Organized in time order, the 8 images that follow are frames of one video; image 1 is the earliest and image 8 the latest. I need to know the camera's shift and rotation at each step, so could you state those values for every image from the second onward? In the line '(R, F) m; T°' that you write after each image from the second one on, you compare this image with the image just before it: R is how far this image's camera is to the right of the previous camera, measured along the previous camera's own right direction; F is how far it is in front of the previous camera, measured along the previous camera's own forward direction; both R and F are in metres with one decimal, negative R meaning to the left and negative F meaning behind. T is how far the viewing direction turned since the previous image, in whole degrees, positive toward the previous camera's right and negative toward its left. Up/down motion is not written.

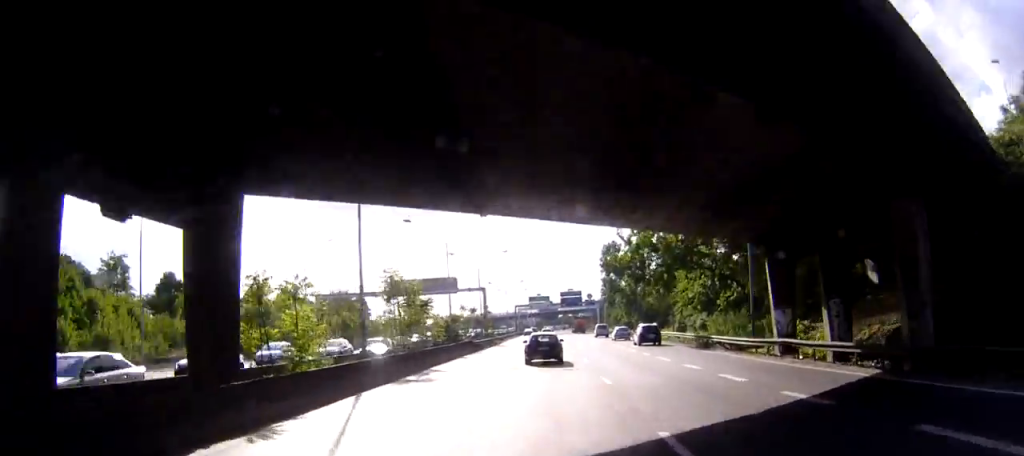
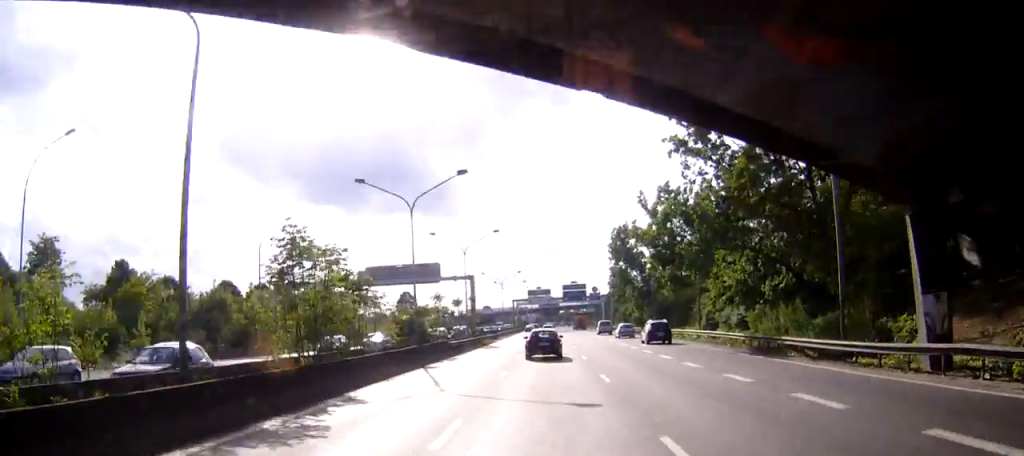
(0.0, +13.9) m; 0°
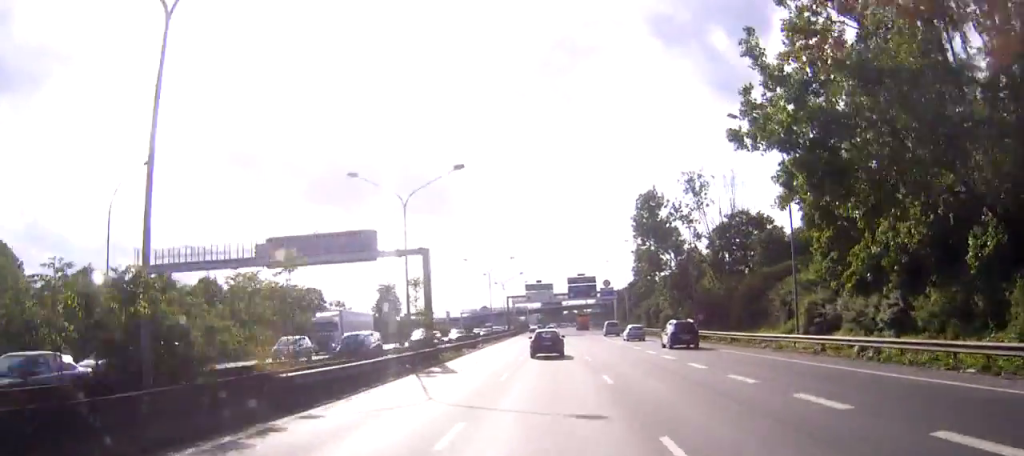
(+0.1, +26.4) m; +1°
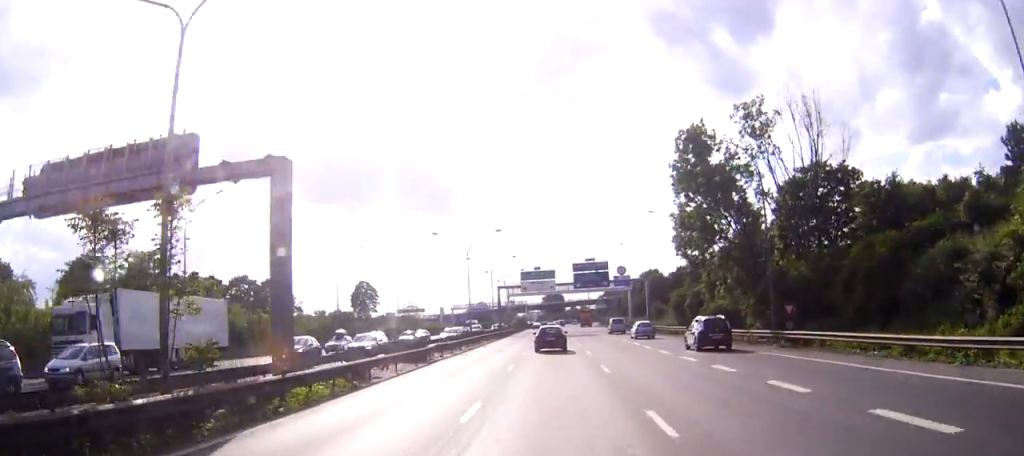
(+0.6, +23.7) m; +2°
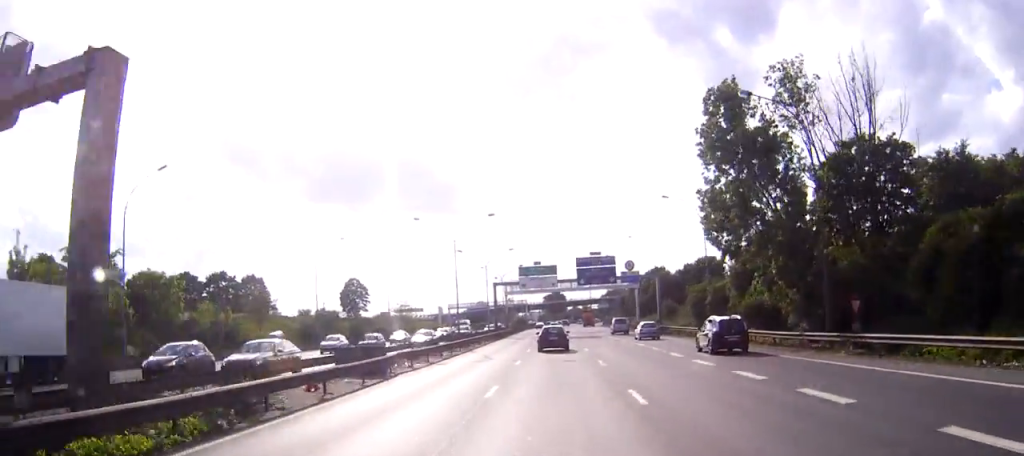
(+0.1, +9.0) m; 0°
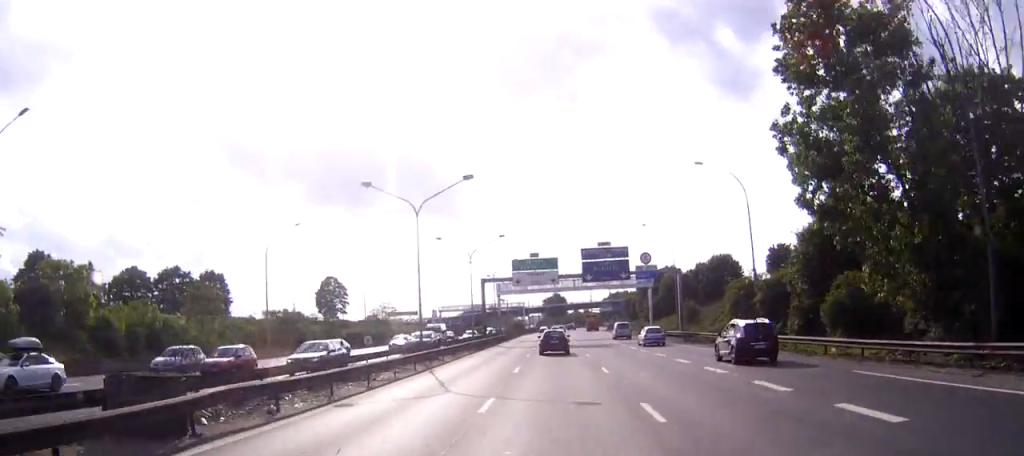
(0.0, +15.3) m; -1°
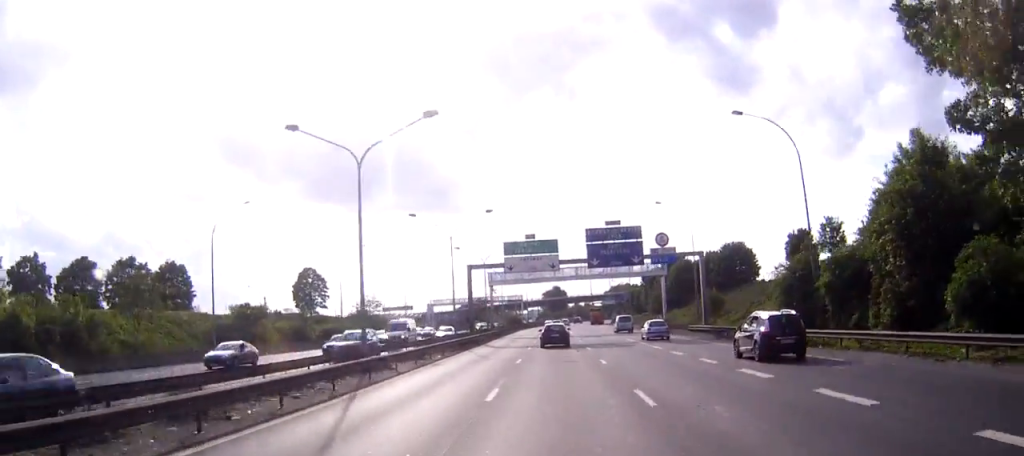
(-0.1, +11.8) m; 0°
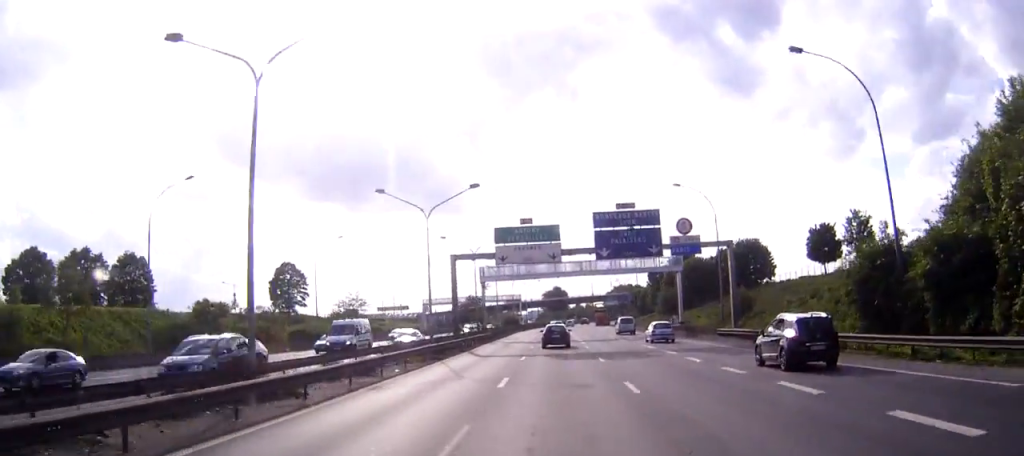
(-0.2, +10.4) m; 0°
